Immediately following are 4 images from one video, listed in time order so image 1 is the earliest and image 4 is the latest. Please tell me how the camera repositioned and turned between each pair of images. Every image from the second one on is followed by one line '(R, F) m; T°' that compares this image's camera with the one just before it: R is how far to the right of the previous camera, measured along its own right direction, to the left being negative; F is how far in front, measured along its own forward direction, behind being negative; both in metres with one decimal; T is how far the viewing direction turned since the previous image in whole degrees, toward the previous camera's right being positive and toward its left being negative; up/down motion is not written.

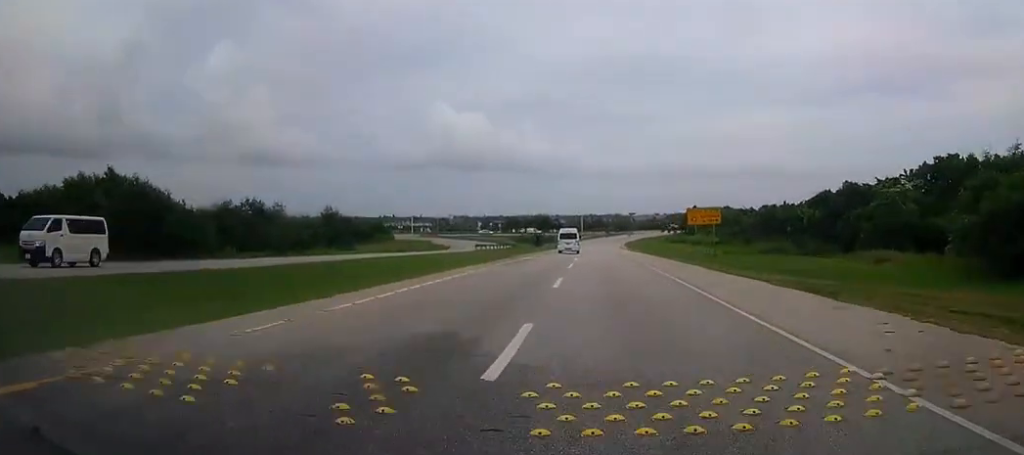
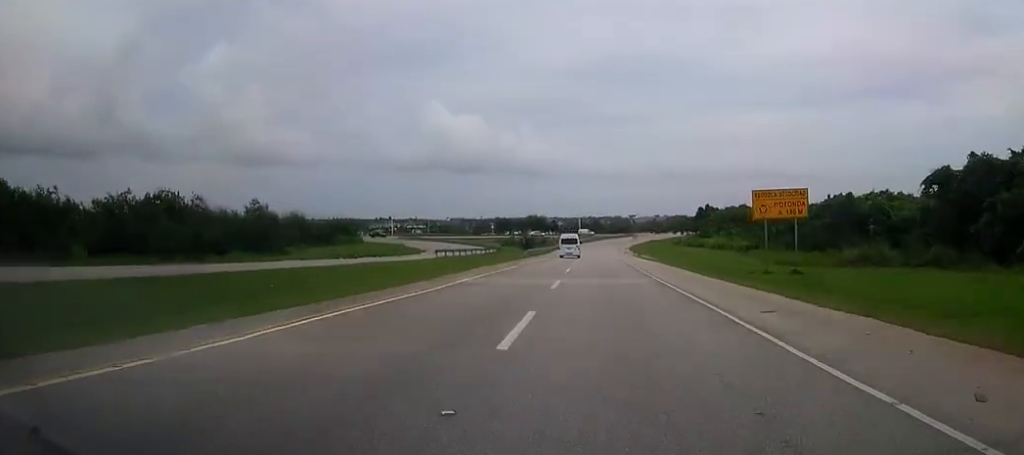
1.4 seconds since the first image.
(0.0, +21.9) m; 0°
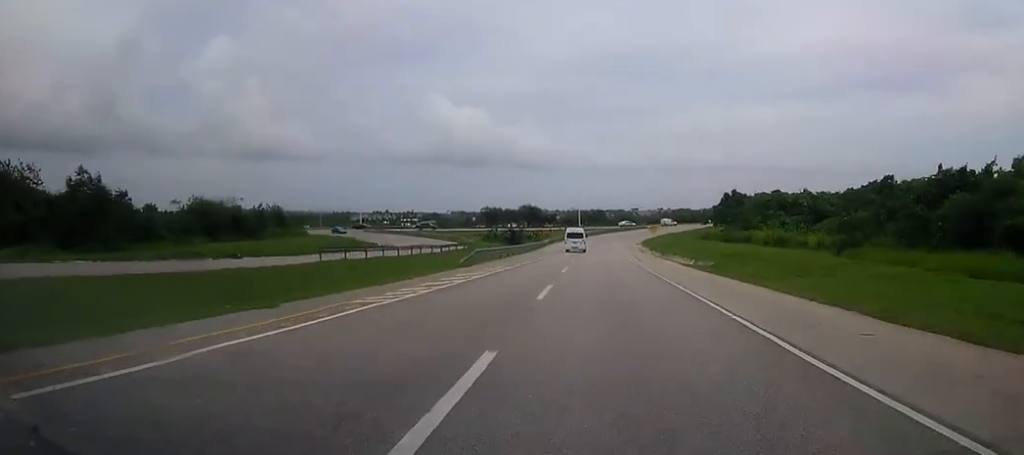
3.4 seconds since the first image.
(0.0, +30.4) m; 0°
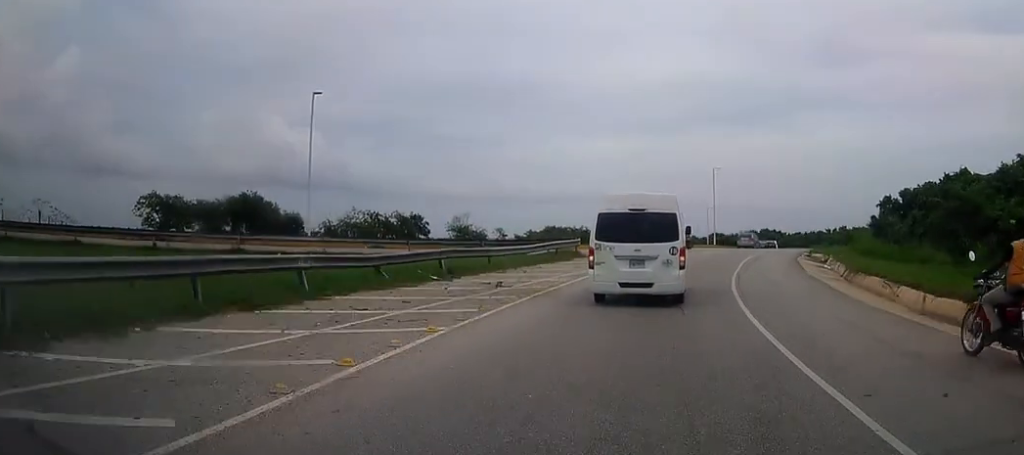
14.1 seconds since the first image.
(+4.8, +122.7) m; +15°
